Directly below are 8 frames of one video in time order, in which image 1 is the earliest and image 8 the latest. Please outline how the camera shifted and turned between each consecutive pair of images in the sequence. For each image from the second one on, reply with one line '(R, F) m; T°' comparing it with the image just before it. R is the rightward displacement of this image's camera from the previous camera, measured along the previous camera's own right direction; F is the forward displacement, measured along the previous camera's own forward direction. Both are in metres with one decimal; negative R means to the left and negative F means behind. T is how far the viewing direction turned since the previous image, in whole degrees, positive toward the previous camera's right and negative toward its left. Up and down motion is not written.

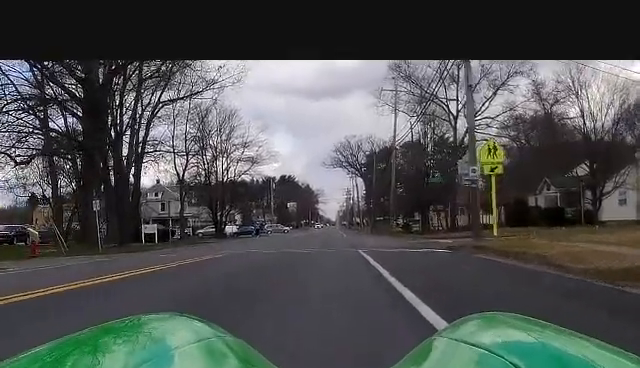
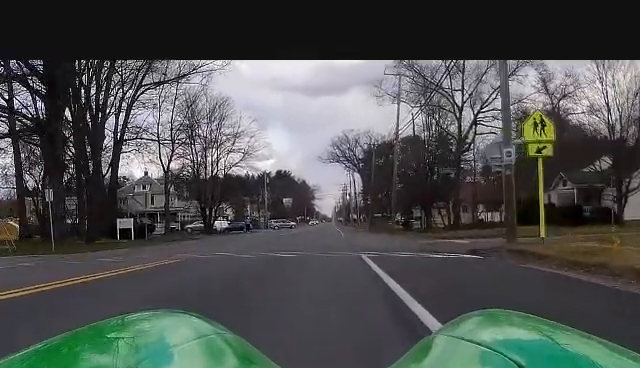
(+0.1, +6.3) m; 0°
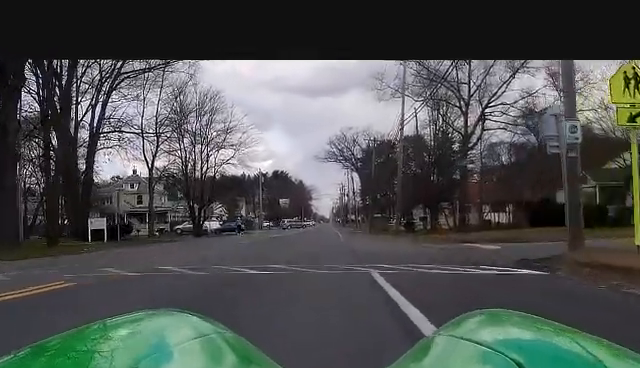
(0.0, +6.3) m; 0°
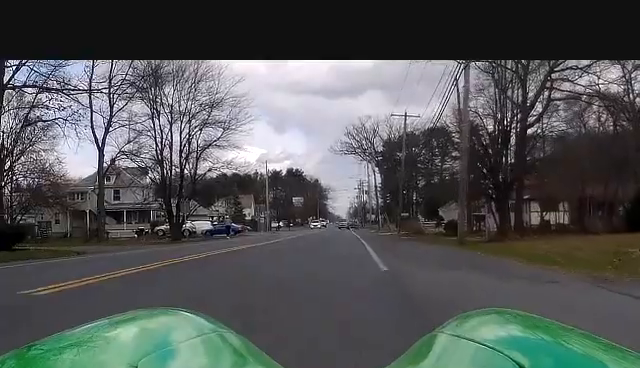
(-0.6, +22.3) m; -2°
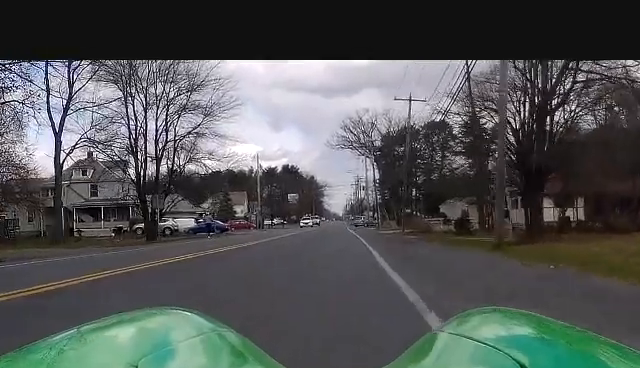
(+0.3, +8.5) m; +2°
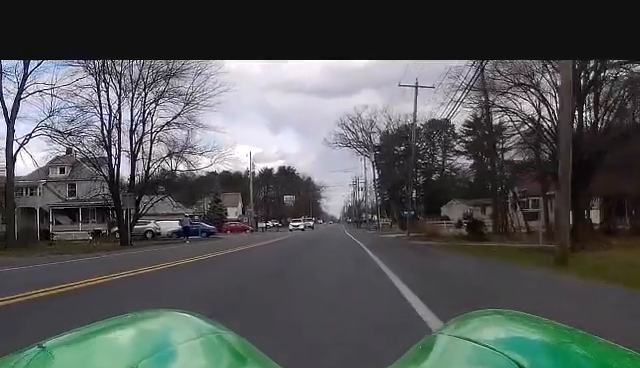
(0.0, +7.2) m; -1°
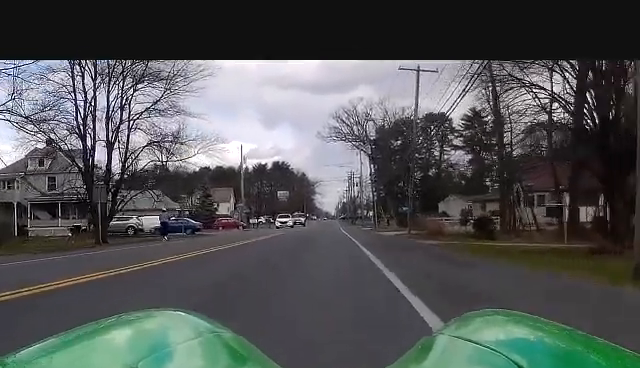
(-0.1, +4.8) m; 0°
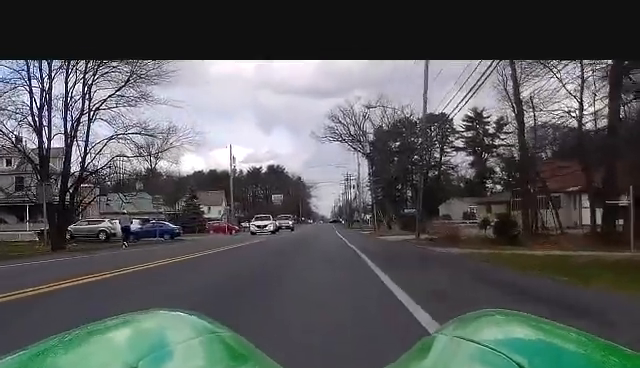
(-0.1, +7.6) m; 0°
